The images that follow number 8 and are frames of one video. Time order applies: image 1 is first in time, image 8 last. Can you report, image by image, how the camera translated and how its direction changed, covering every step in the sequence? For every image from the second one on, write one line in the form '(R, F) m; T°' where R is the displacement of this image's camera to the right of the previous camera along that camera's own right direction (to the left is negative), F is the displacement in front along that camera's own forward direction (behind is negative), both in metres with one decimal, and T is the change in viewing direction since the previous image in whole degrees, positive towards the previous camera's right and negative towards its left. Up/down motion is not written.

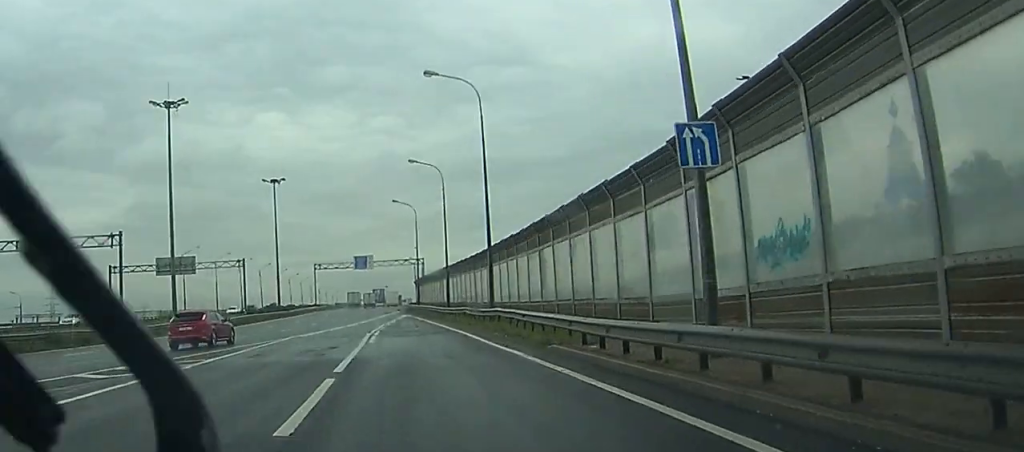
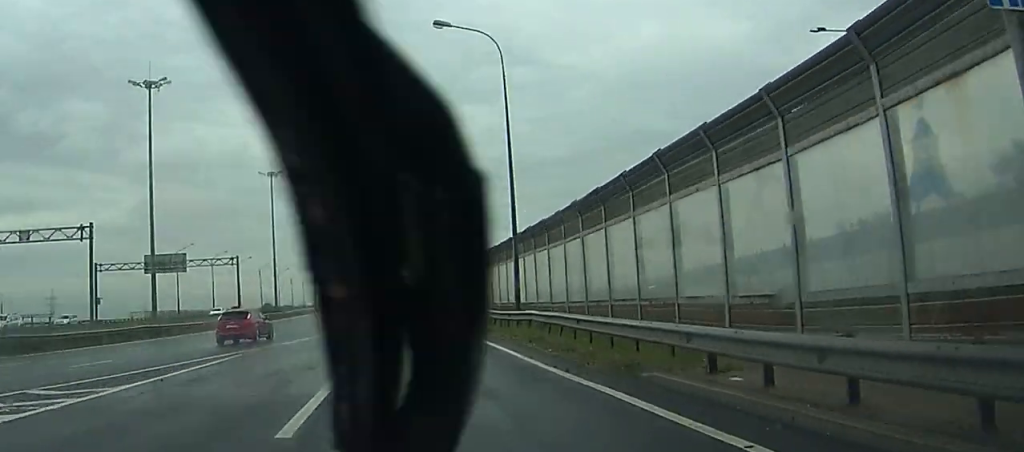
(0.0, +7.9) m; 0°
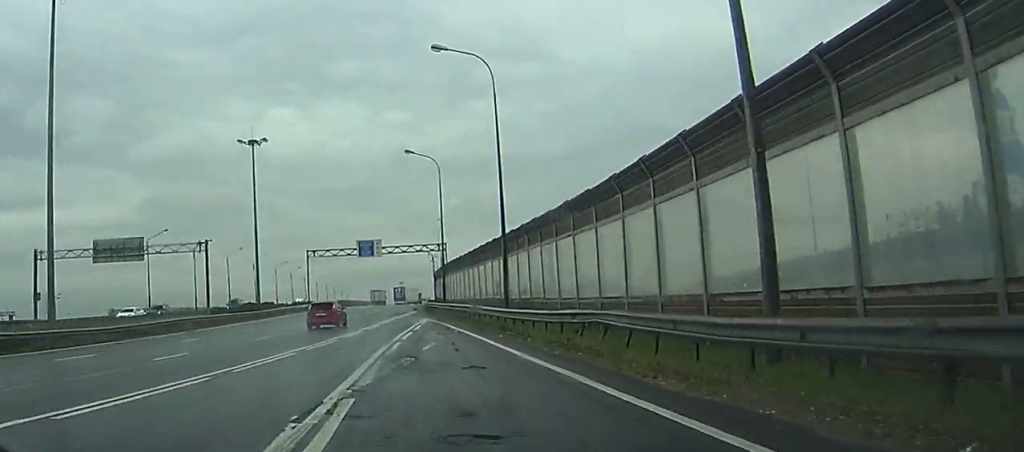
(0.0, +23.1) m; 0°
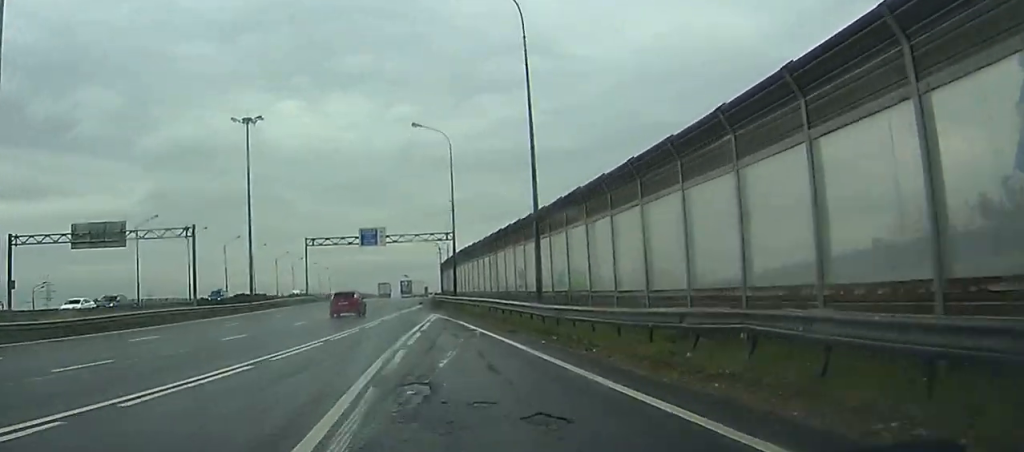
(0.0, +7.8) m; 0°
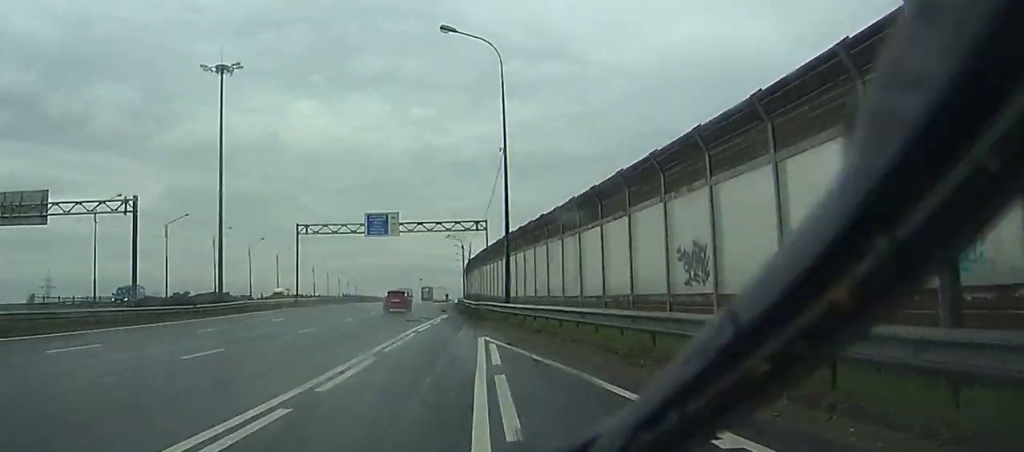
(-0.2, +22.8) m; -1°
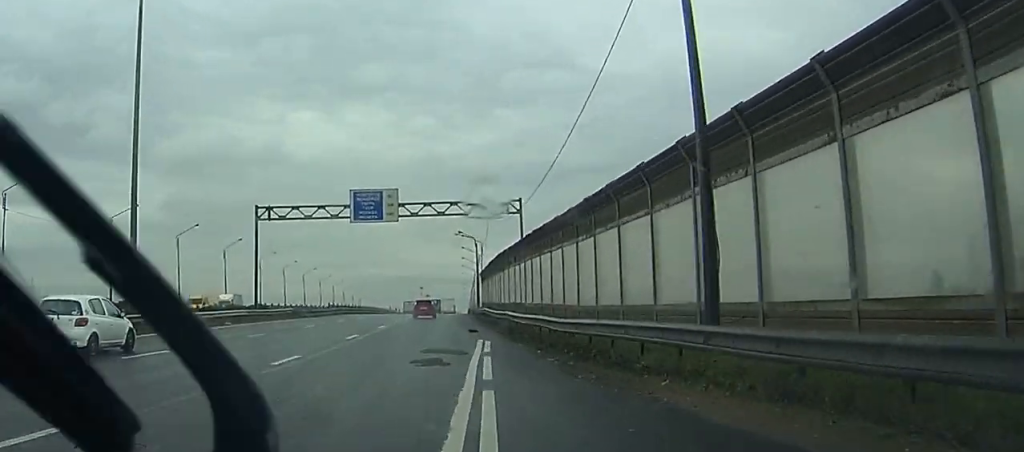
(-0.3, +23.8) m; -2°
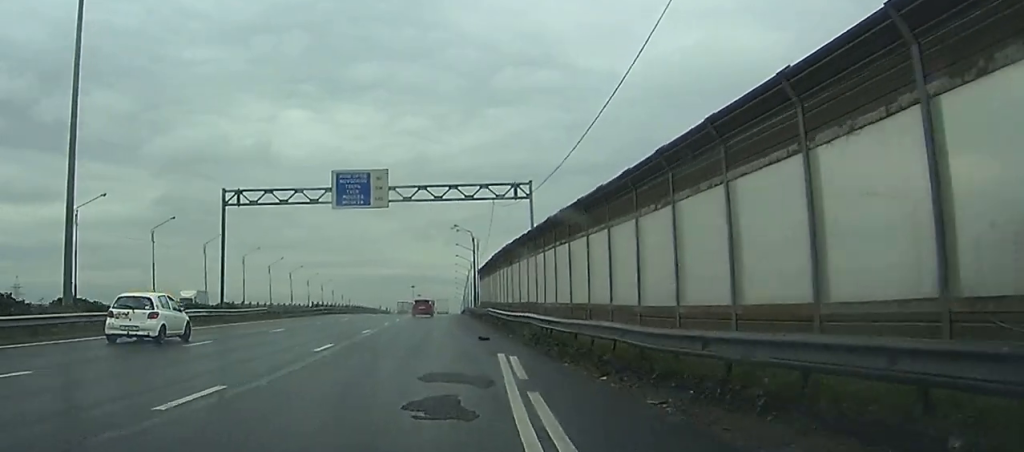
(0.0, +8.3) m; -1°
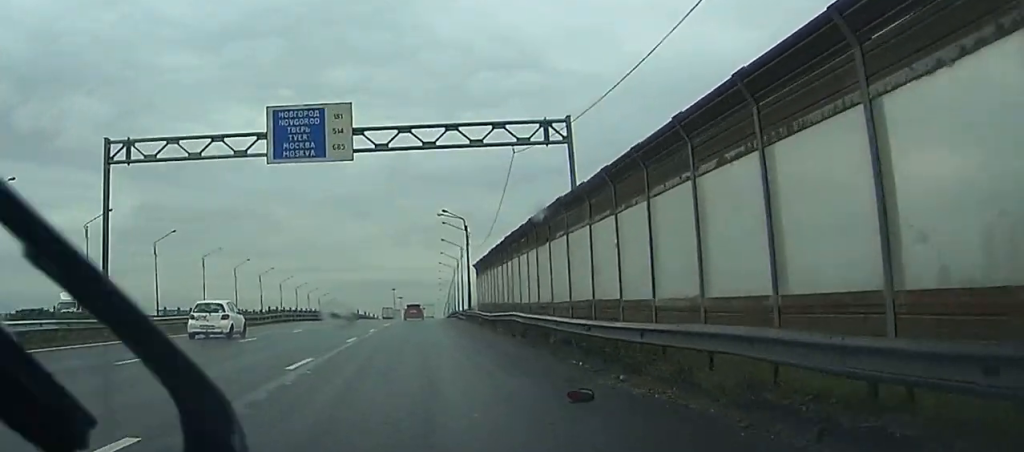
(-0.2, +17.2) m; 0°
